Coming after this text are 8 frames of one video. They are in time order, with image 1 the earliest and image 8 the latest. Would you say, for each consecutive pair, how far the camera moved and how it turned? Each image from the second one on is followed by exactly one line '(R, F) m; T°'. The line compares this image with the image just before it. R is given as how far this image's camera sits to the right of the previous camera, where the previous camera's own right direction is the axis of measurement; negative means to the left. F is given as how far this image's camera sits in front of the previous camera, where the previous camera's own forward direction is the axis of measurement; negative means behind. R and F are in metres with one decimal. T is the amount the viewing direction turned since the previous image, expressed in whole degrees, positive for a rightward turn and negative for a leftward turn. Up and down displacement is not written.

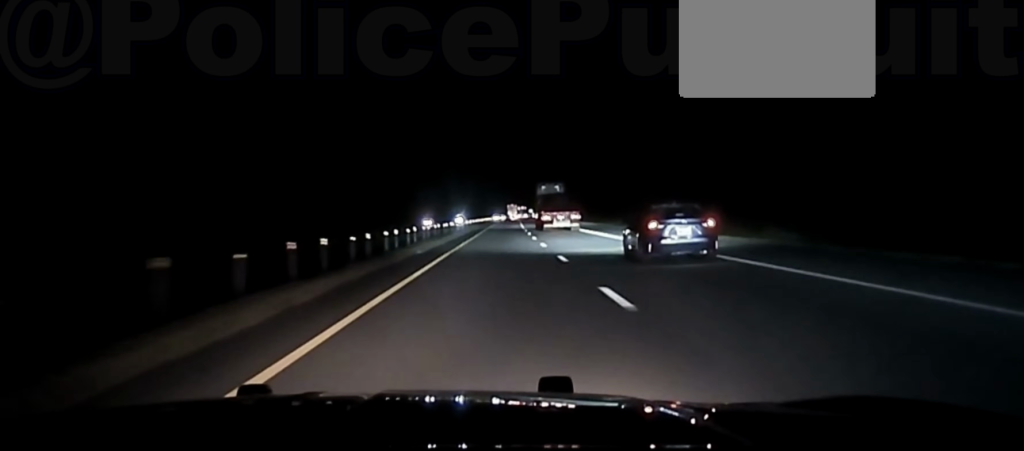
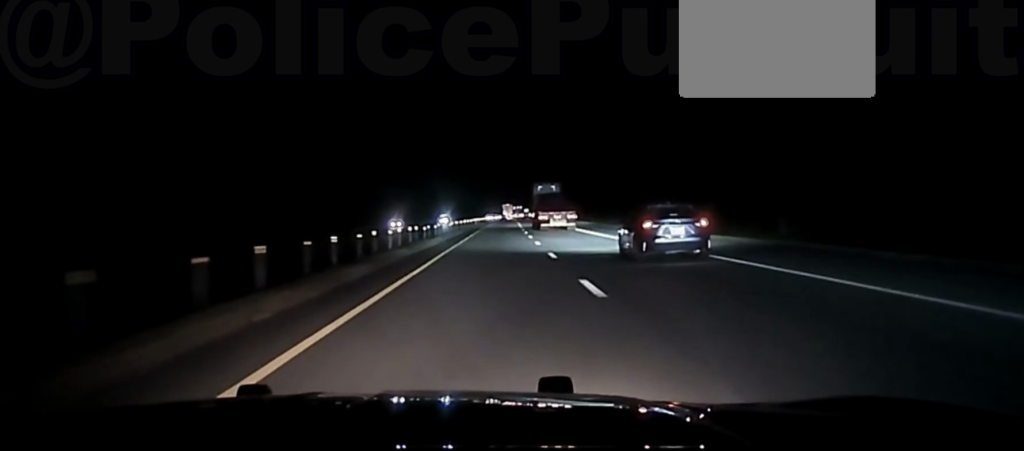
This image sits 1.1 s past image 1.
(+0.6, +32.7) m; +1°
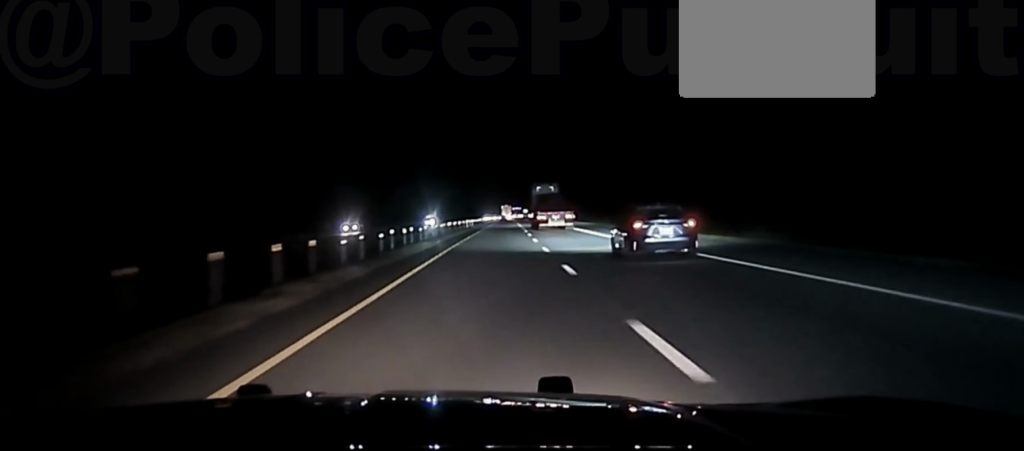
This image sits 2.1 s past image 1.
(0.0, +29.5) m; 0°
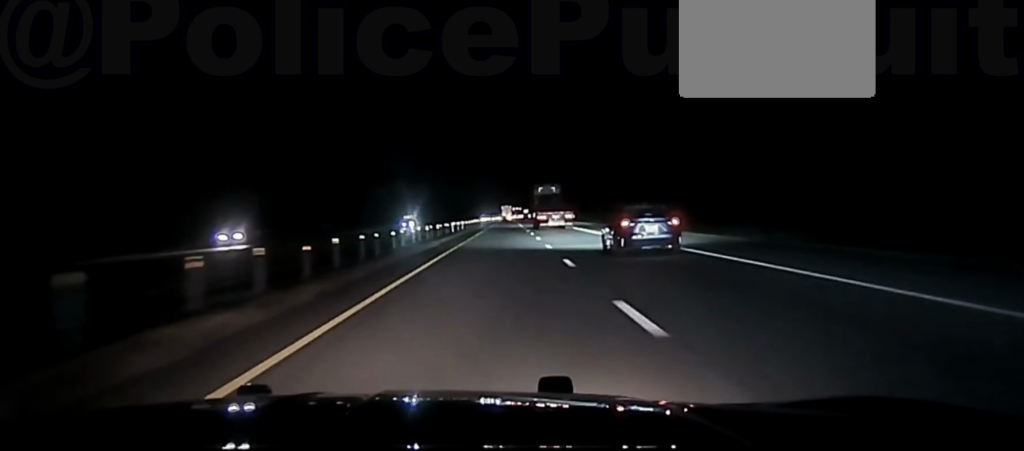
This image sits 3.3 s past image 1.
(0.0, +33.7) m; 0°
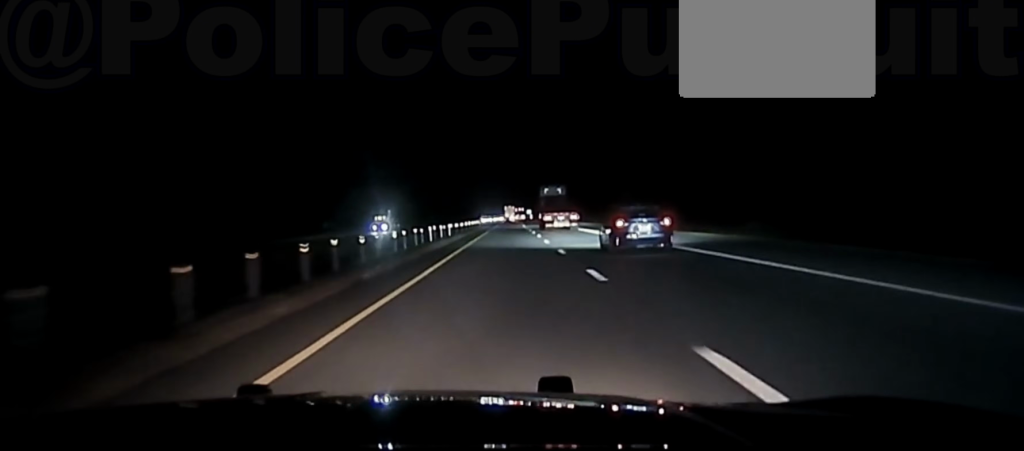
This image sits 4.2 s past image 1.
(-0.1, +27.3) m; -1°
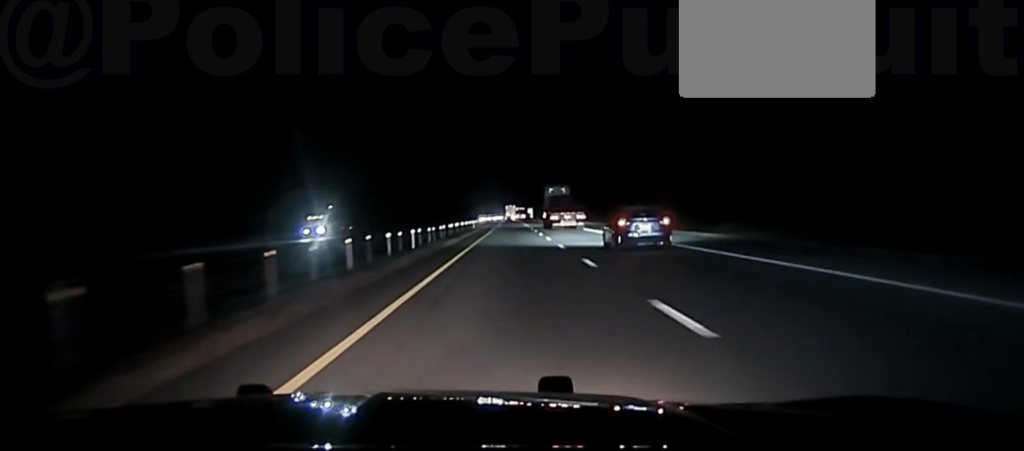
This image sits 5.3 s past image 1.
(-0.2, +28.5) m; 0°
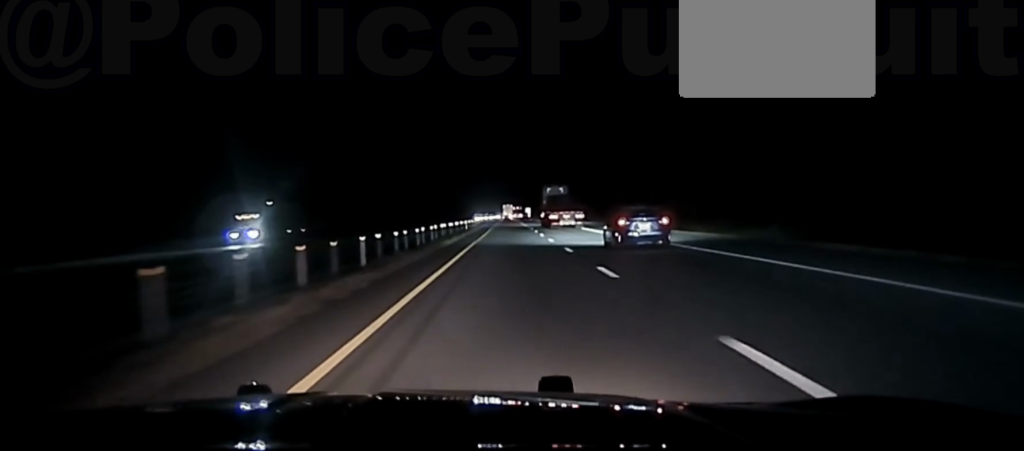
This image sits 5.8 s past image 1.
(+0.1, +15.6) m; +1°
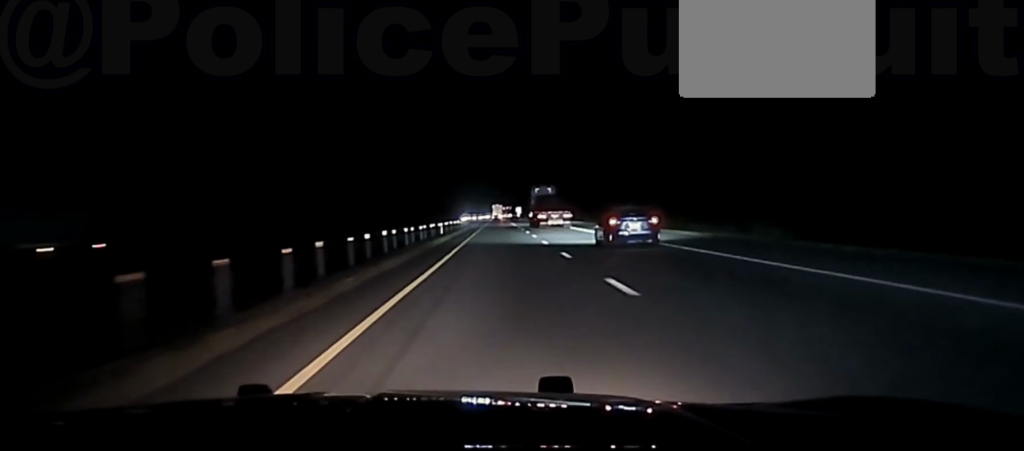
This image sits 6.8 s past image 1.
(+0.1, +30.4) m; +1°
